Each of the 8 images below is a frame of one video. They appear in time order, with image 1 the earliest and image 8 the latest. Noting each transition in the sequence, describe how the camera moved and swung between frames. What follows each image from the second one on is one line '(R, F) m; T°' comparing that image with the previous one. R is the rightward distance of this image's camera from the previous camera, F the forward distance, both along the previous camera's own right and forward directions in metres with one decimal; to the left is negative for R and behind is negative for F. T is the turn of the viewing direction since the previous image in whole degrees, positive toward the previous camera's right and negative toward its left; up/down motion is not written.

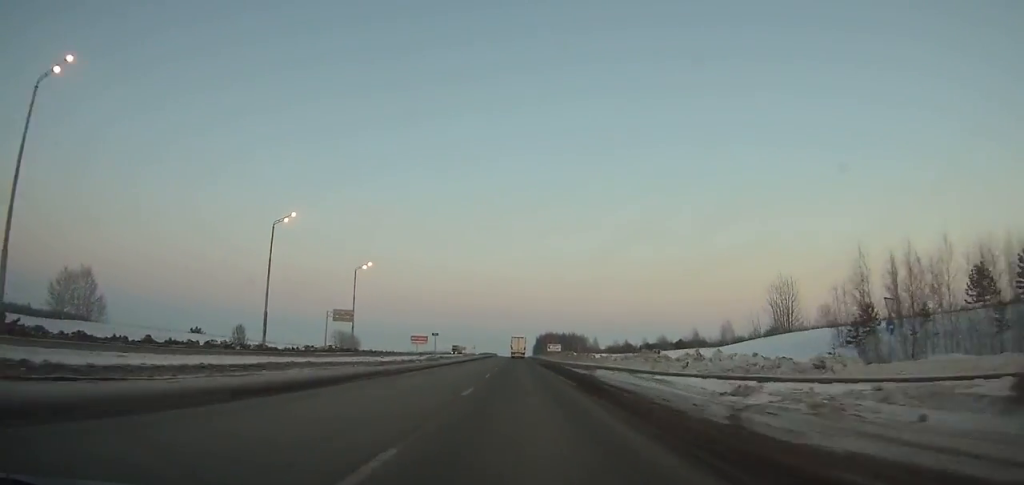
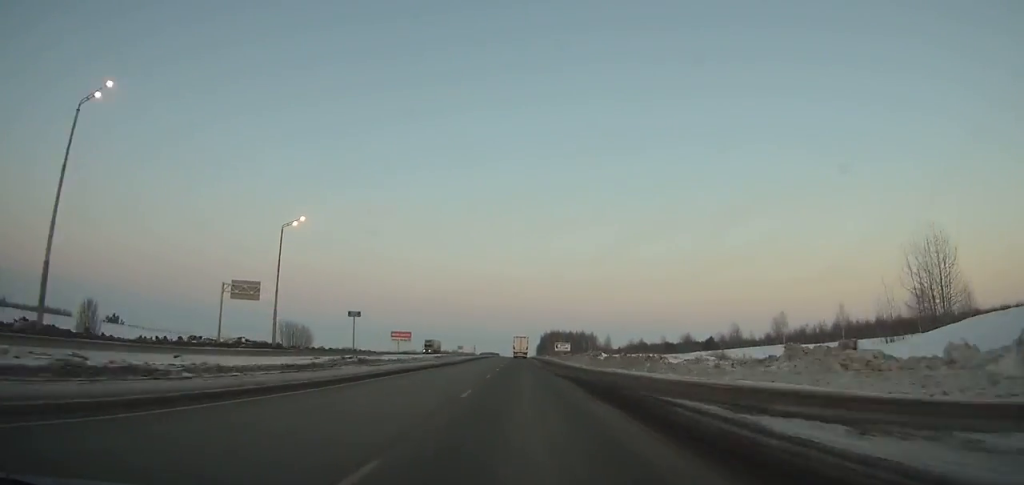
(-0.1, +36.7) m; 0°
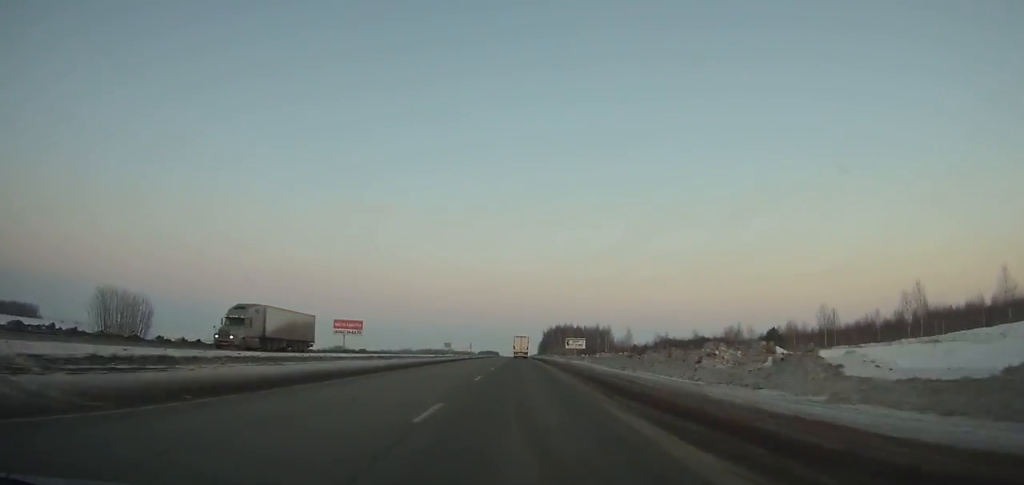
(0.0, +54.1) m; 0°
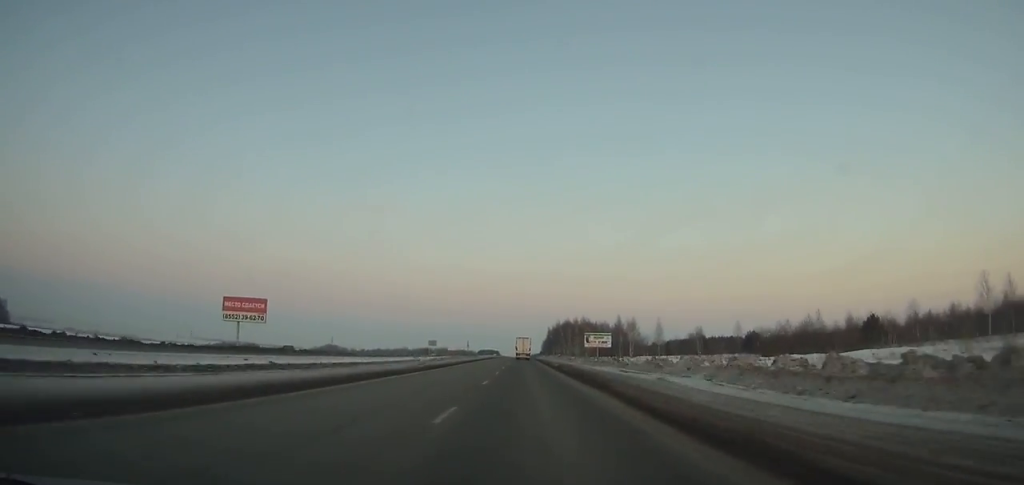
(0.0, +47.8) m; 0°
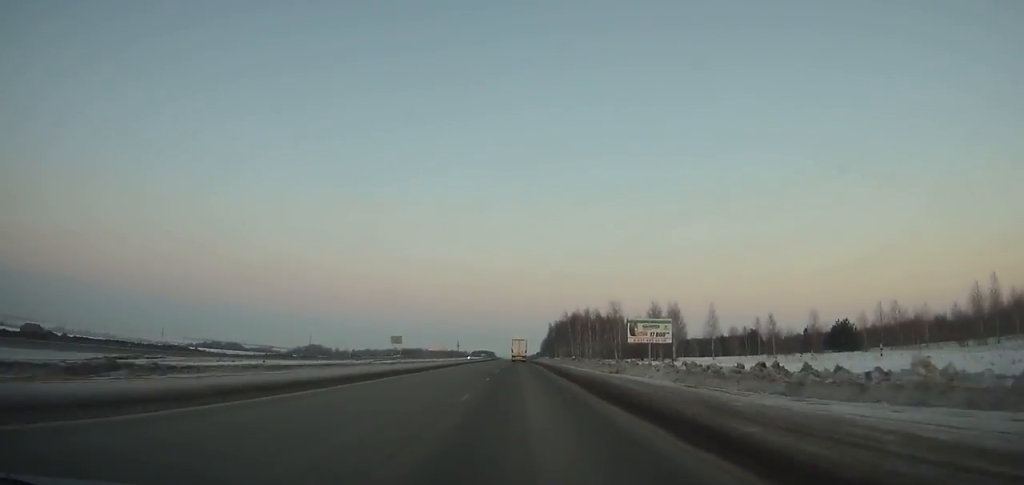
(0.0, +57.1) m; 0°
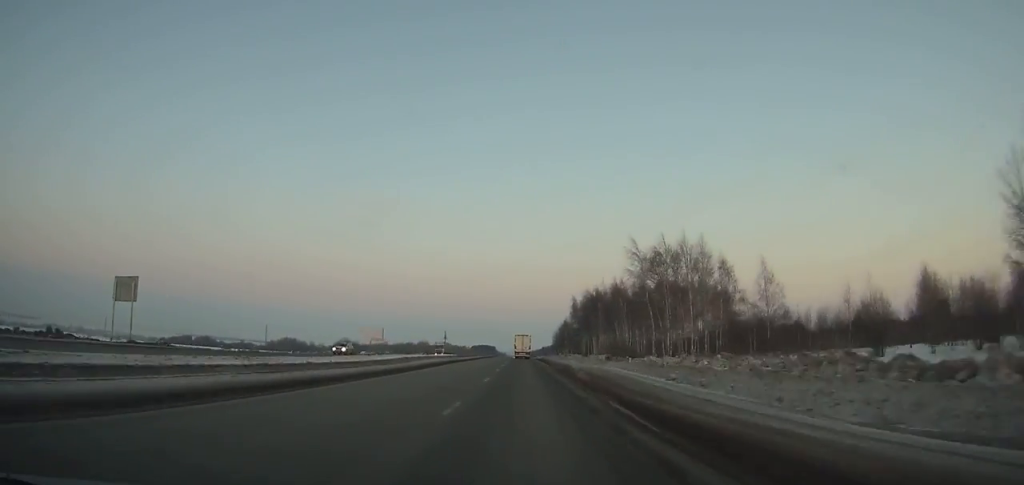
(-0.2, +112.1) m; 0°
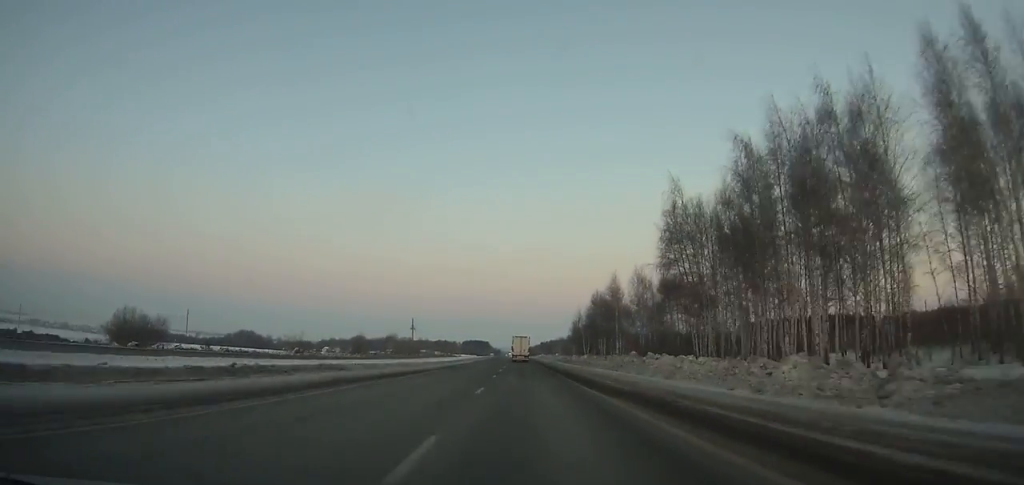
(+0.3, +114.2) m; 0°
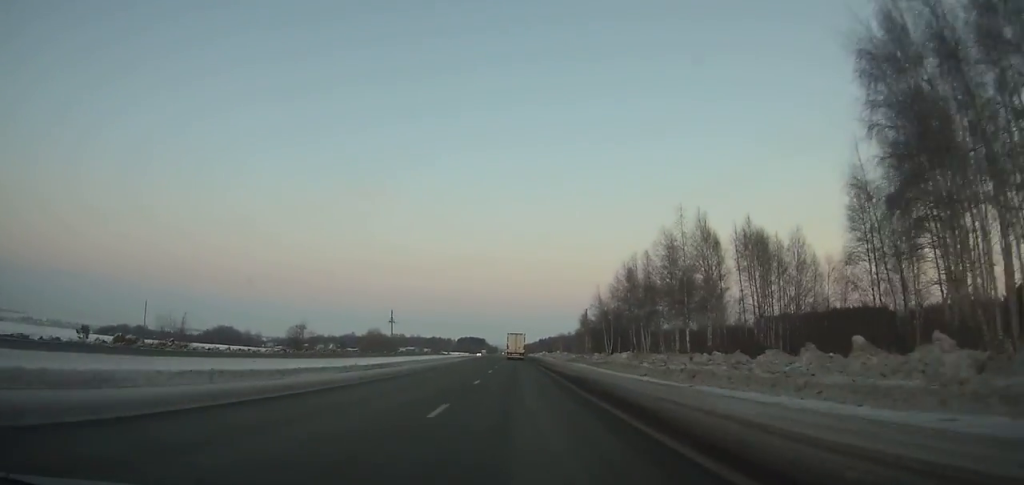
(+0.1, +43.7) m; 0°
